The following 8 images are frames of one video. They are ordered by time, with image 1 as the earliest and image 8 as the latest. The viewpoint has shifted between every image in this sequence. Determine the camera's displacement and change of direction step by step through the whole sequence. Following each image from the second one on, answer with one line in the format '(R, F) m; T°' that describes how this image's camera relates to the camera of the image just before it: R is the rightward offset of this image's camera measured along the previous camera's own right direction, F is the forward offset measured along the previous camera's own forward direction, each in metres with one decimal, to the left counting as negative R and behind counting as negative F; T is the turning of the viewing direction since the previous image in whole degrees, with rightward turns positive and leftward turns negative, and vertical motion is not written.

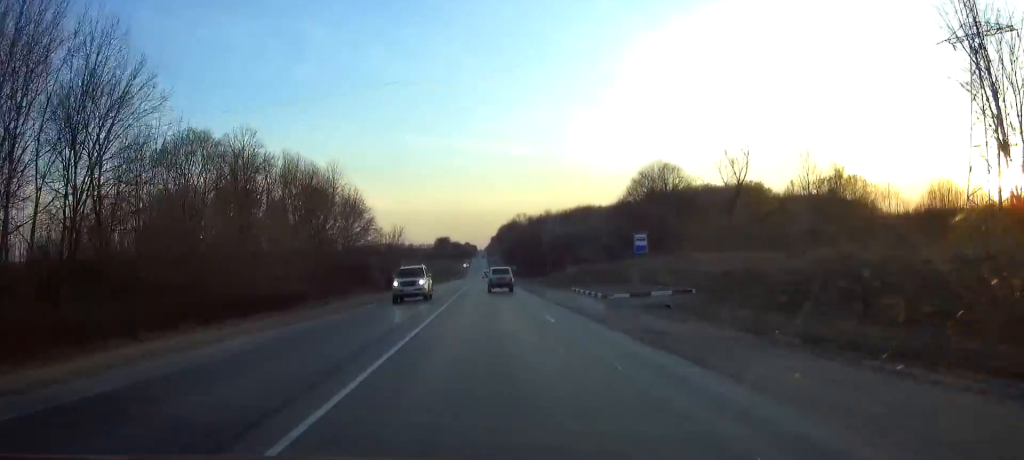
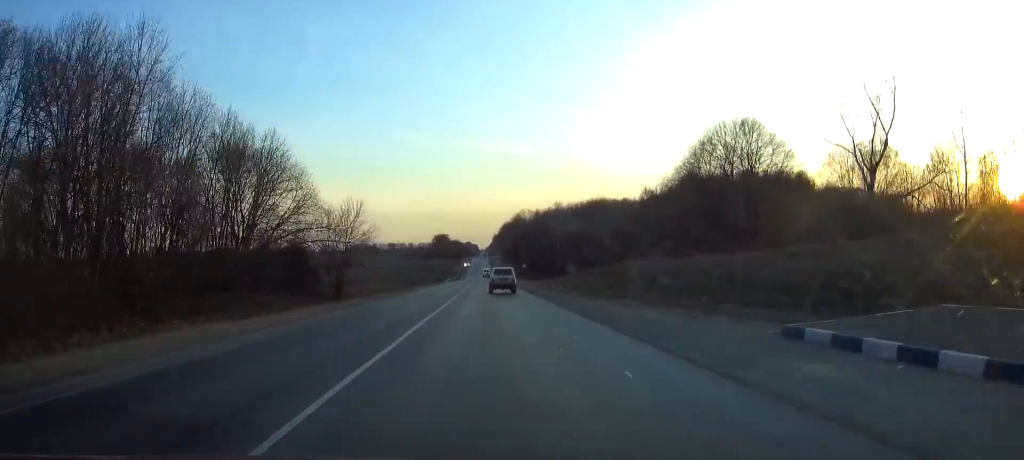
(-0.2, +31.6) m; 0°
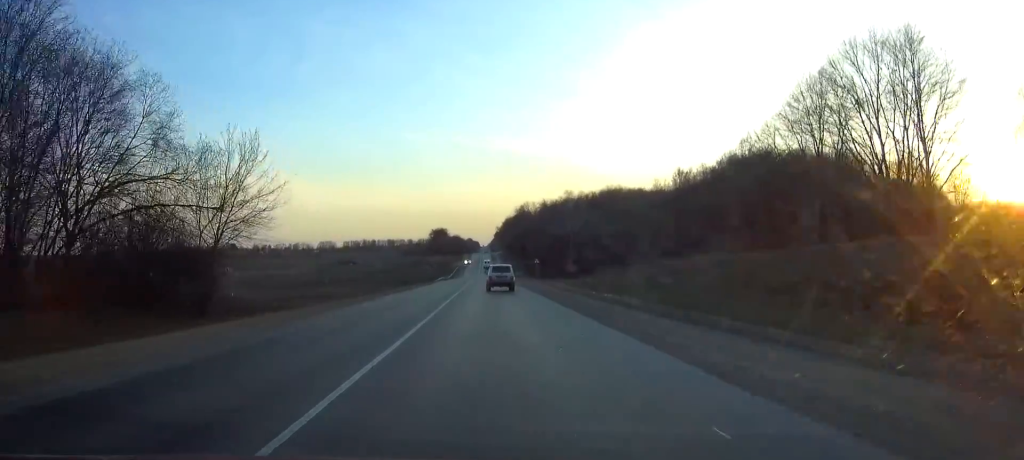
(+0.1, +28.7) m; 0°
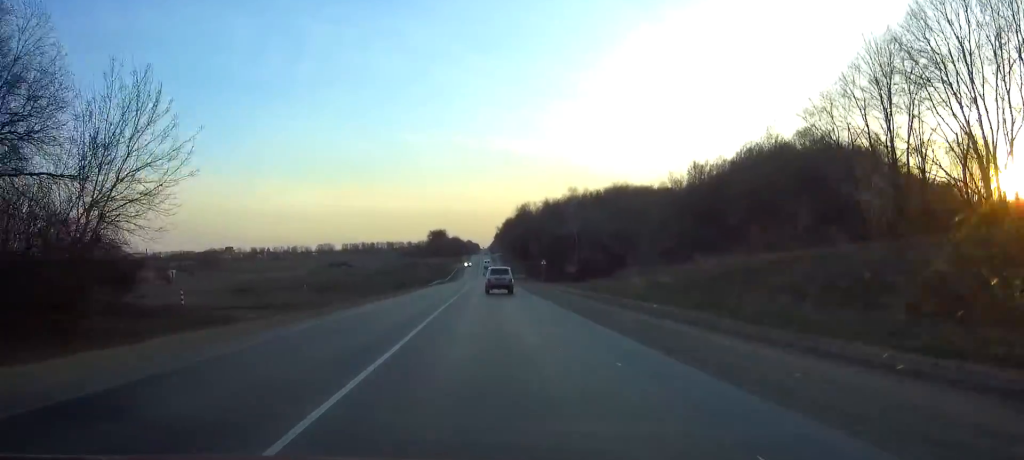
(-0.1, +11.1) m; 0°
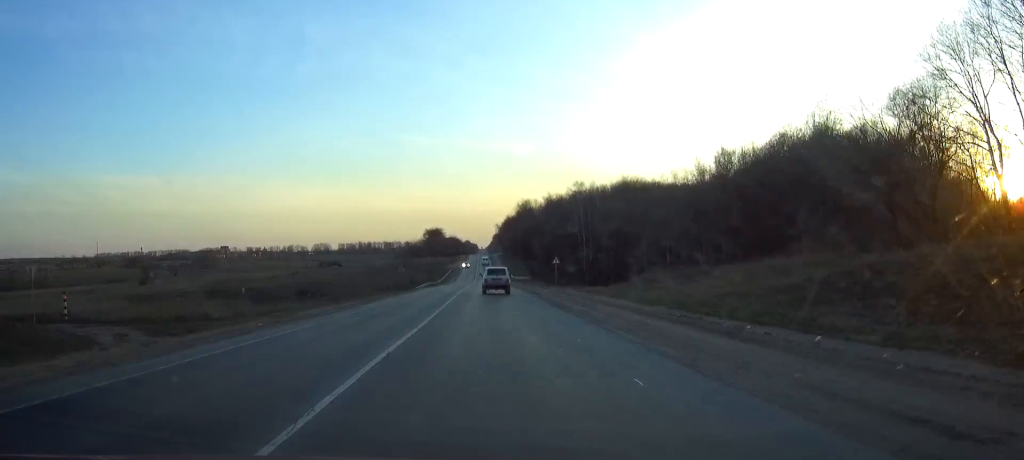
(-0.1, +16.6) m; 0°
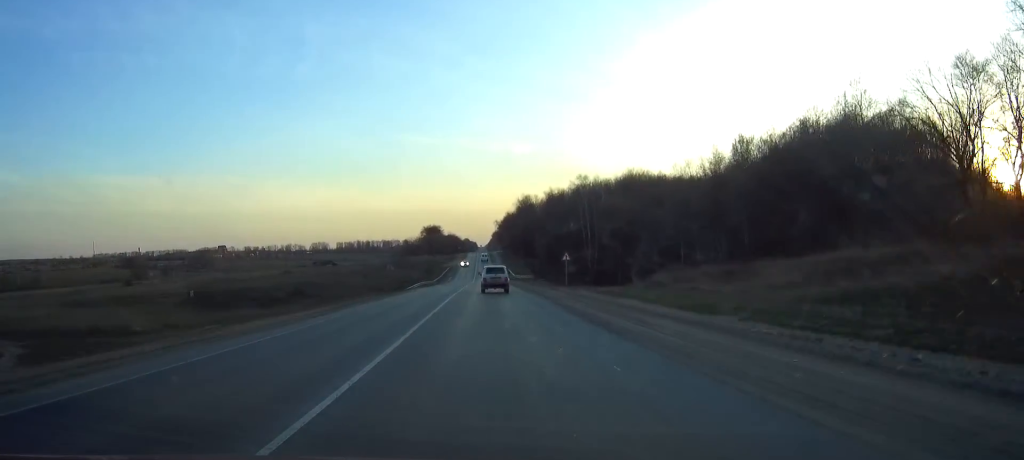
(+0.1, +8.9) m; 0°
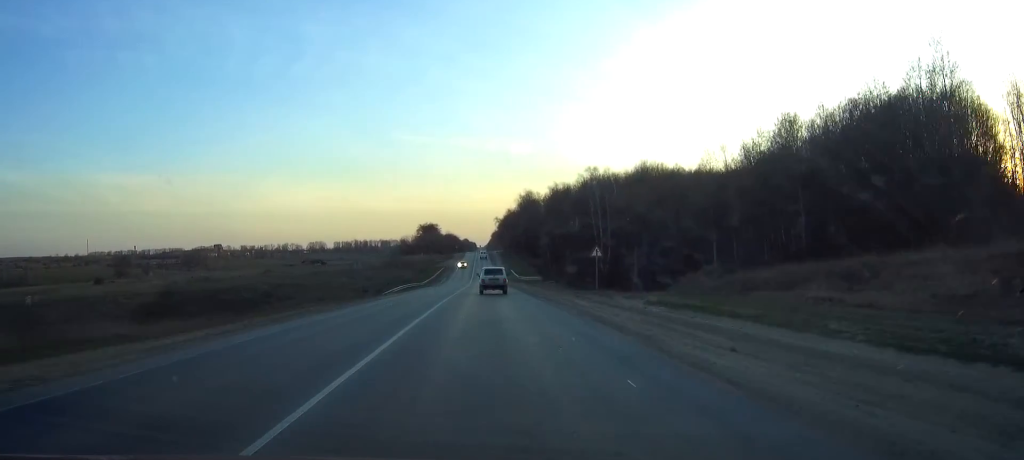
(-0.1, +16.6) m; 0°
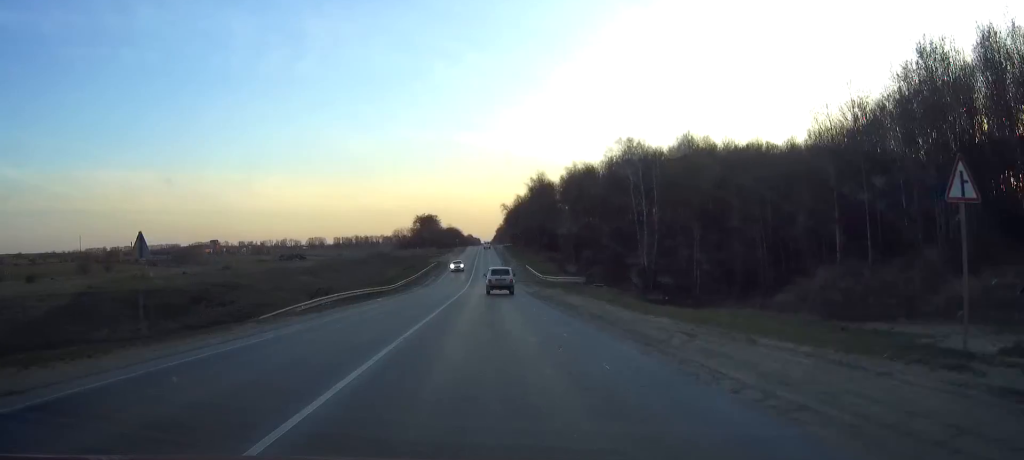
(+0.1, +34.1) m; 0°
